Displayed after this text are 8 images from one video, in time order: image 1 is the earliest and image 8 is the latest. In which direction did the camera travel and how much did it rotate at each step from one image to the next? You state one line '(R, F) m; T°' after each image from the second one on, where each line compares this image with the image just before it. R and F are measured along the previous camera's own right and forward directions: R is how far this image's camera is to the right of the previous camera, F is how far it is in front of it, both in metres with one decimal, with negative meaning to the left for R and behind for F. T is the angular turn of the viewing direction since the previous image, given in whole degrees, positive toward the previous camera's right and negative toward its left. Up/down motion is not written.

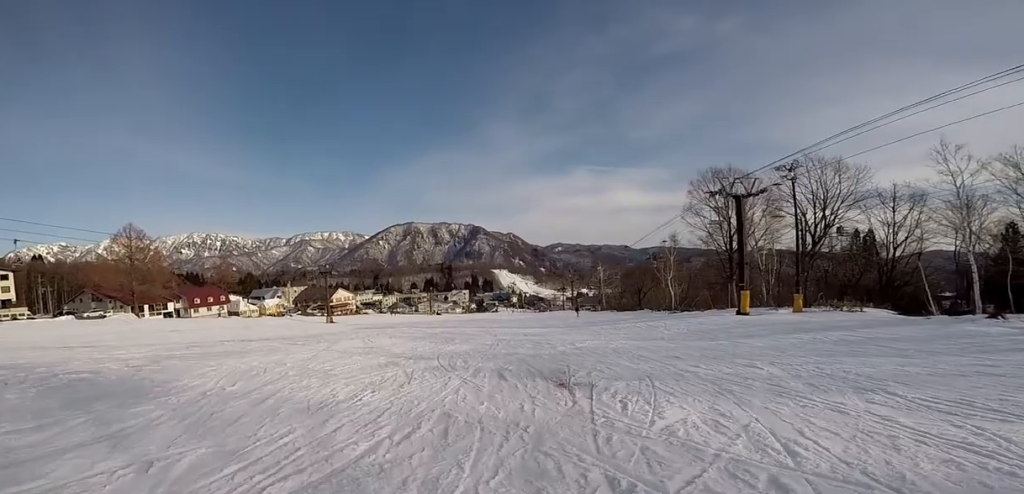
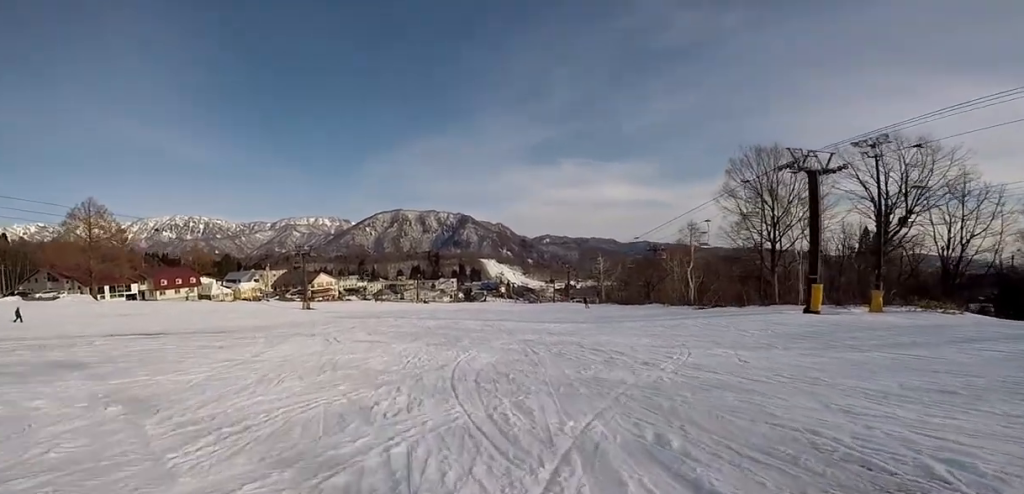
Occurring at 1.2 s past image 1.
(0.0, +7.6) m; +10°
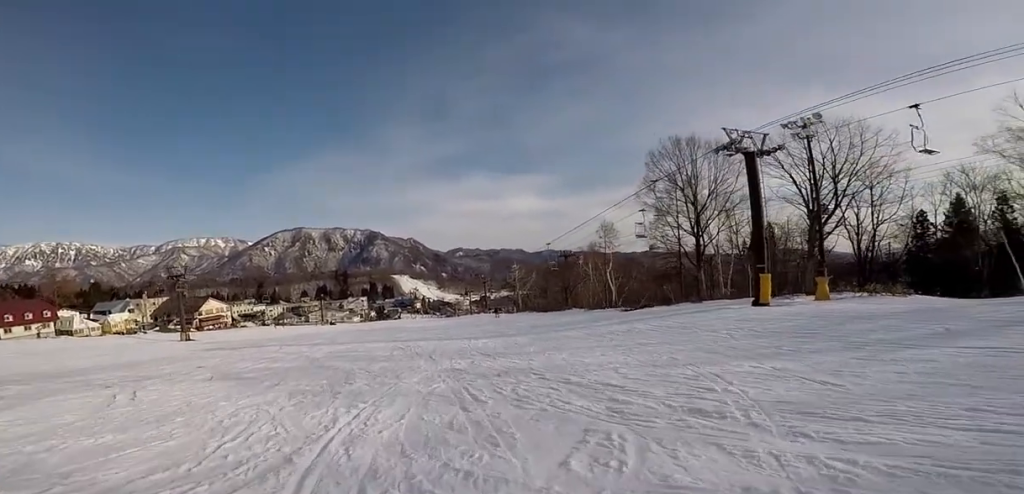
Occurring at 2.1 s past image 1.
(+0.9, +5.2) m; +12°
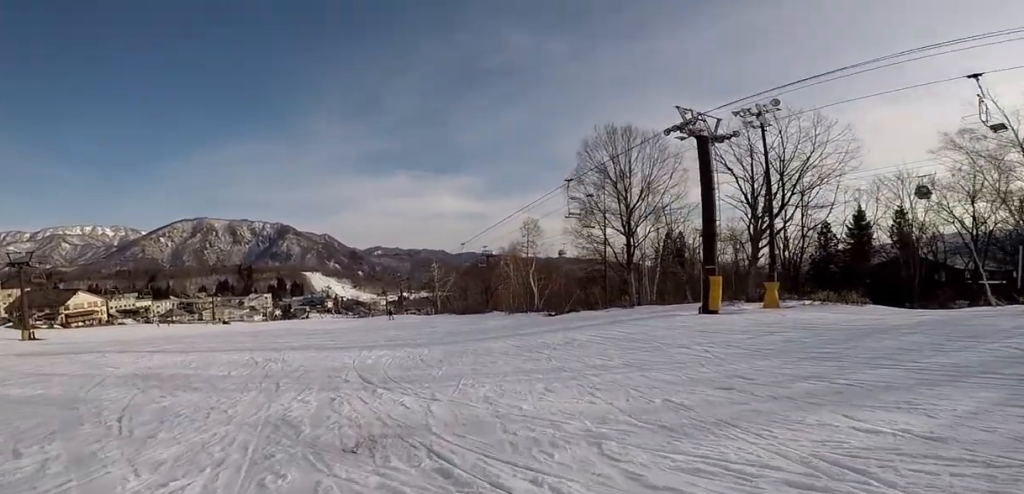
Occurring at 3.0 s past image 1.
(+0.2, +5.6) m; +4°
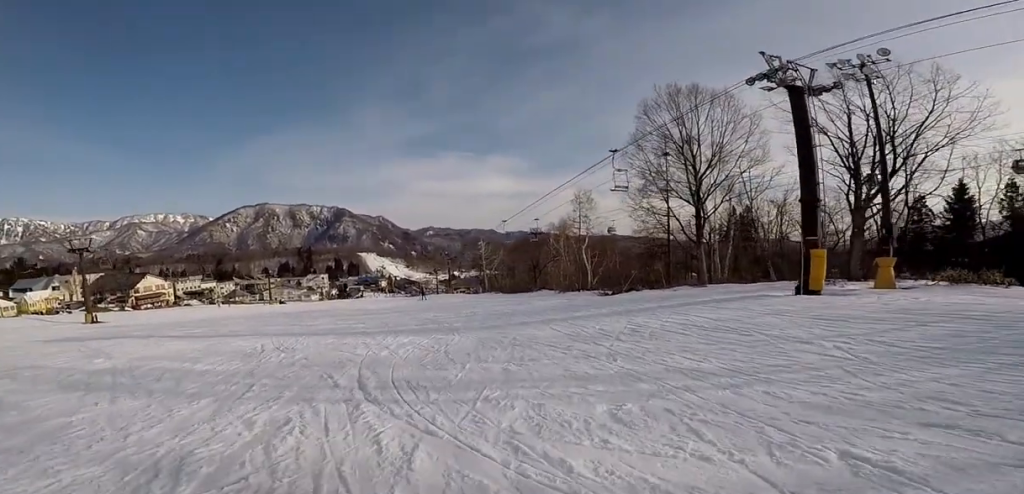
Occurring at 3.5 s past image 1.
(+0.1, +3.0) m; +3°
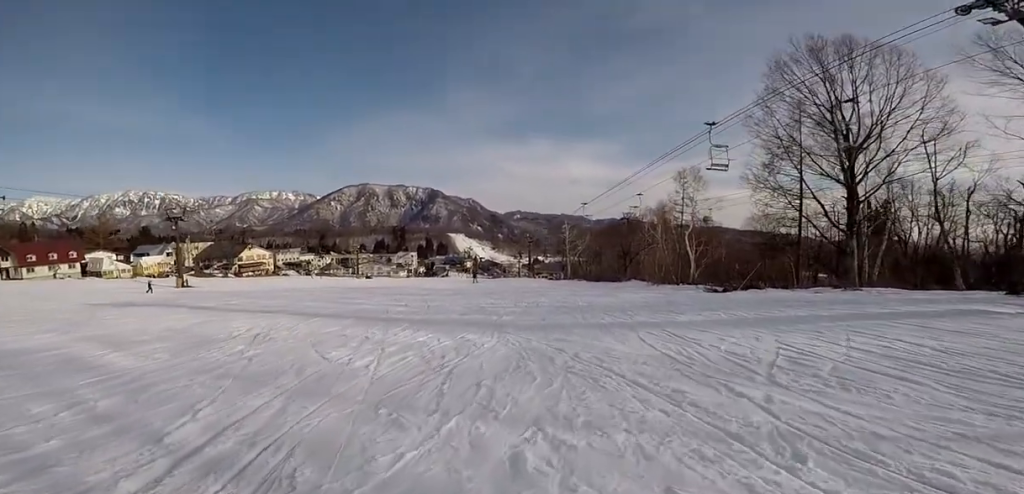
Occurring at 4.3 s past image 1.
(+0.2, +4.7) m; -2°
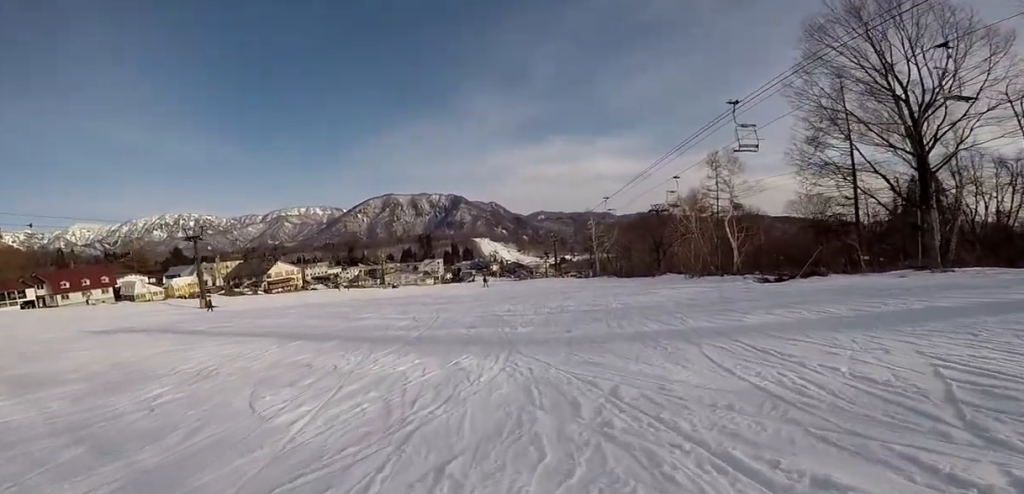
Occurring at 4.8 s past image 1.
(+0.4, +2.5) m; -7°
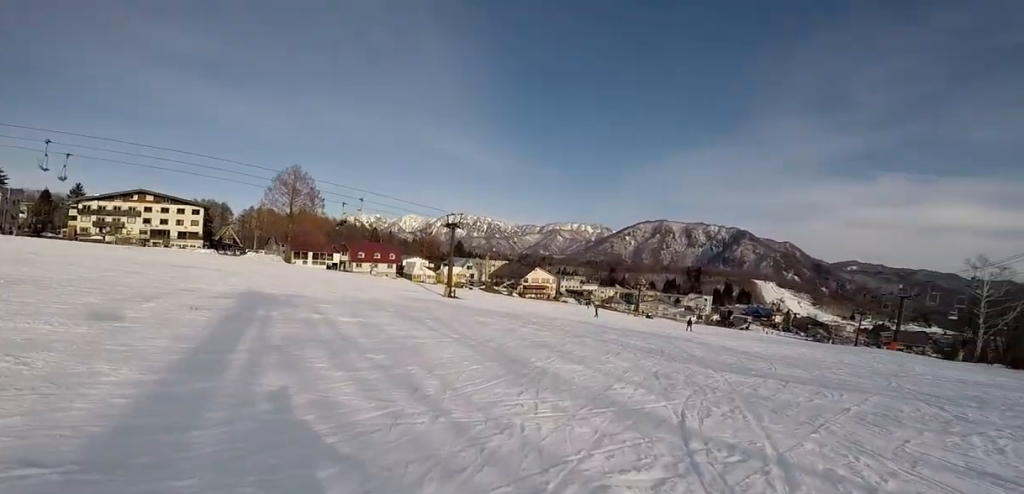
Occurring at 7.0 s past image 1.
(-5.8, +11.2) m; -45°
